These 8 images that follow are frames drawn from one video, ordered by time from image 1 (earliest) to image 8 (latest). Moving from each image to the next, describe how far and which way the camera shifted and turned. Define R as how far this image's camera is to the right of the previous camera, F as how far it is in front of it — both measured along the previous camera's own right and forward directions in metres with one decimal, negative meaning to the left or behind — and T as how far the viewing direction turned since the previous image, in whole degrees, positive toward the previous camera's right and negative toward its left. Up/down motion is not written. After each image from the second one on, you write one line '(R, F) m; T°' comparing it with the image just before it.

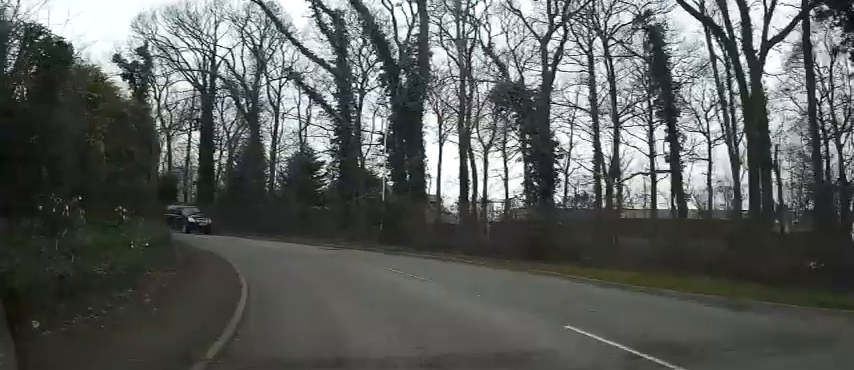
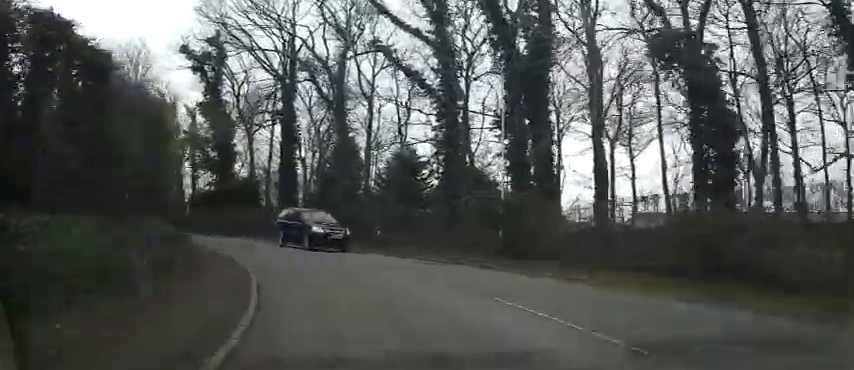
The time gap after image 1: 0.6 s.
(+0.3, +5.1) m; -15°
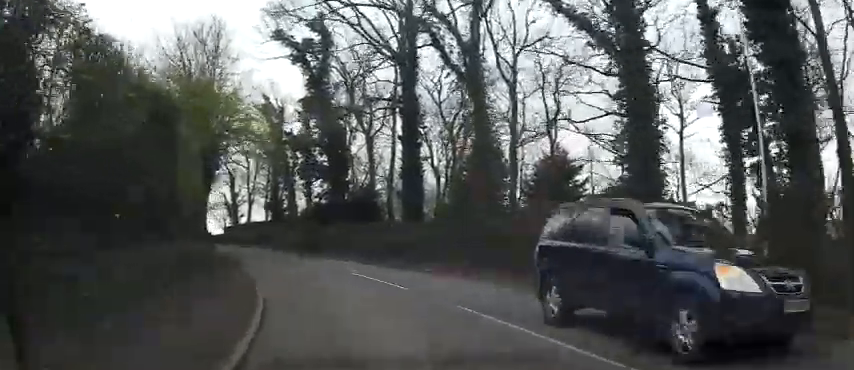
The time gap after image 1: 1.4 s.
(-2.3, +7.3) m; -17°
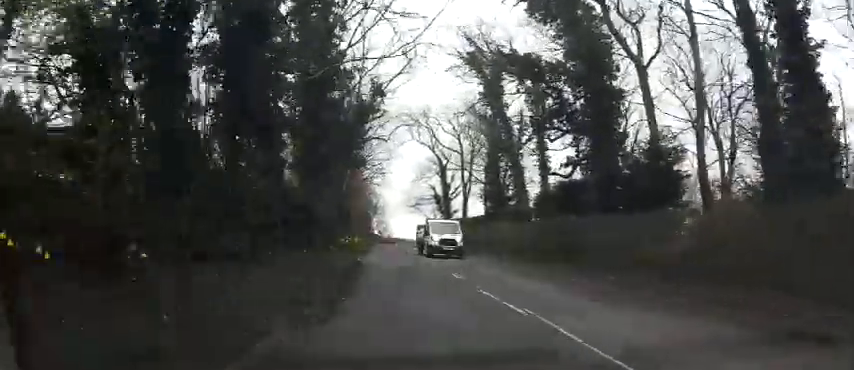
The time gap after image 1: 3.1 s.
(-2.6, +16.1) m; -20°
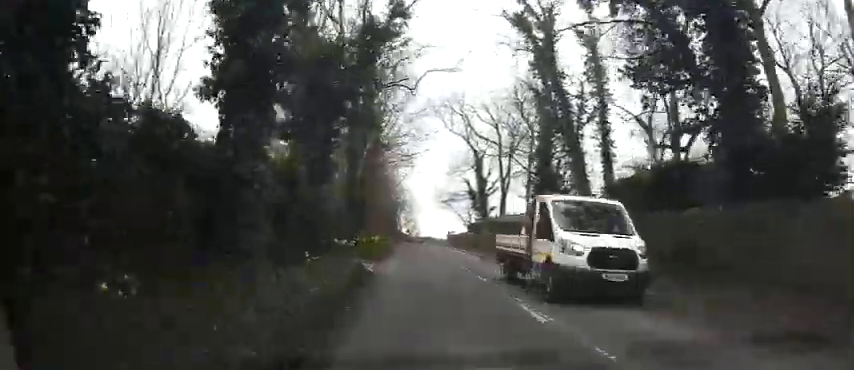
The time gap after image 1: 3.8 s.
(-0.6, +7.1) m; -6°
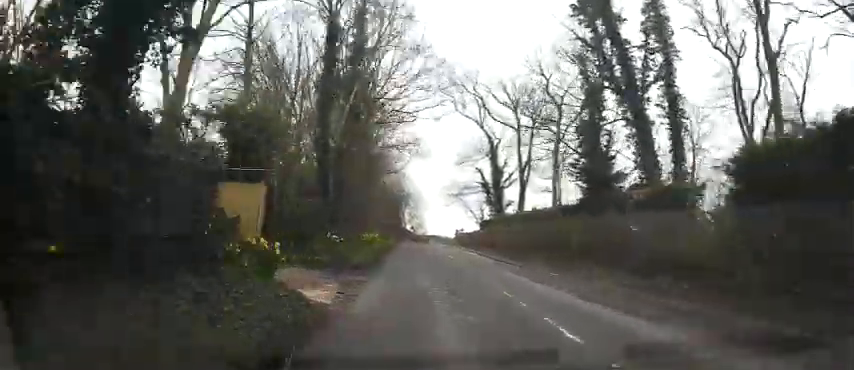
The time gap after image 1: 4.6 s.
(-1.0, +8.0) m; +1°
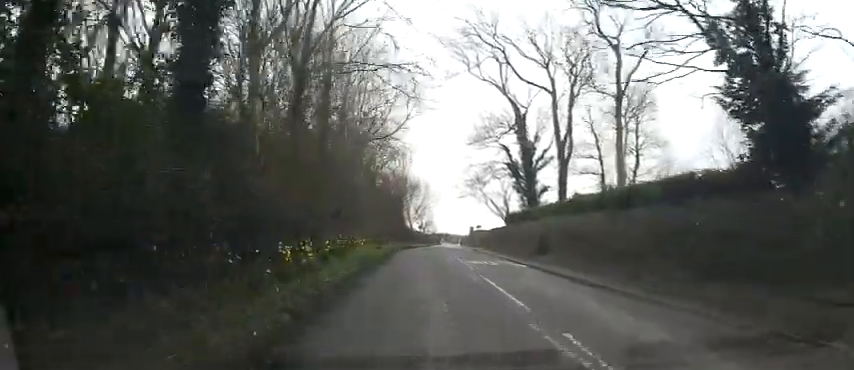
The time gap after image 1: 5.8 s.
(+1.4, +14.1) m; +1°
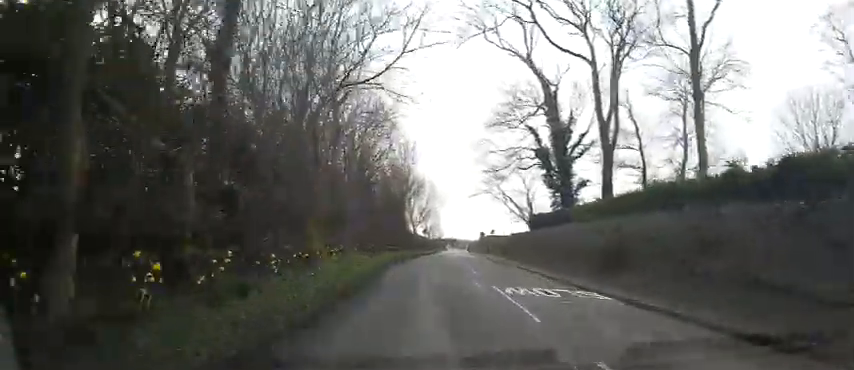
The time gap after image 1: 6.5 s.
(-0.7, +9.1) m; -5°
